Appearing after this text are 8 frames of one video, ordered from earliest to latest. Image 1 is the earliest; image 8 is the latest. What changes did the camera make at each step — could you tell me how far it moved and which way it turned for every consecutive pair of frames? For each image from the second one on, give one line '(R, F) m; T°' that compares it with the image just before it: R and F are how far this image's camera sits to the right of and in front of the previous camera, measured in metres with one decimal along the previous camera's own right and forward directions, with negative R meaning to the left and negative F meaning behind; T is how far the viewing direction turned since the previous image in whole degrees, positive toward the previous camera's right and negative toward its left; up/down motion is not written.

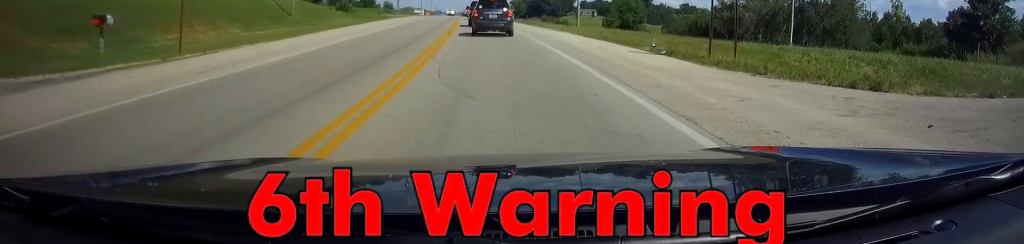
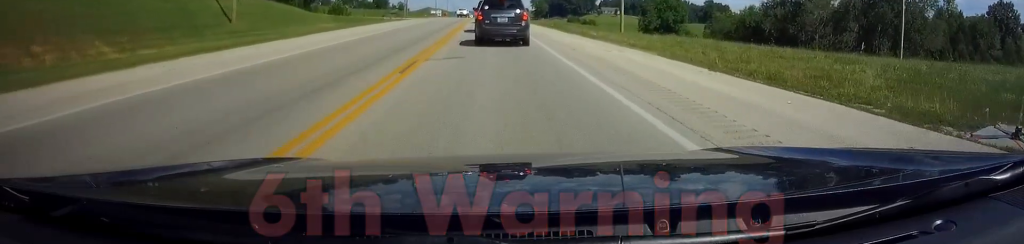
(-0.2, +16.5) m; 0°
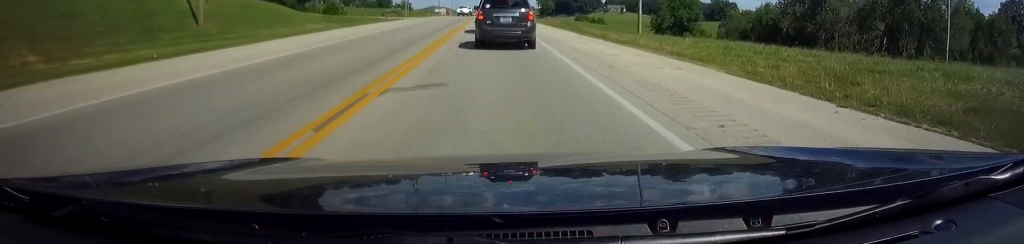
(+0.2, +5.6) m; 0°
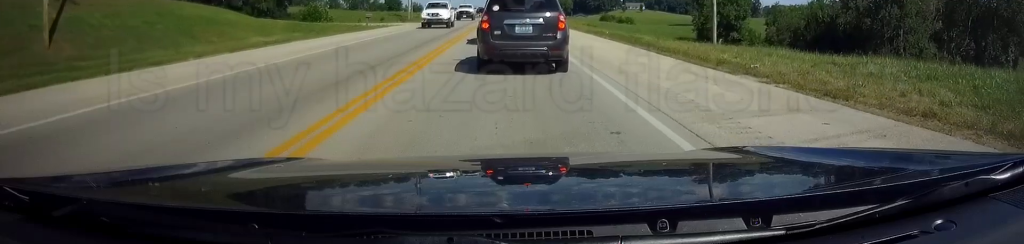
(-1.1, +15.8) m; -4°
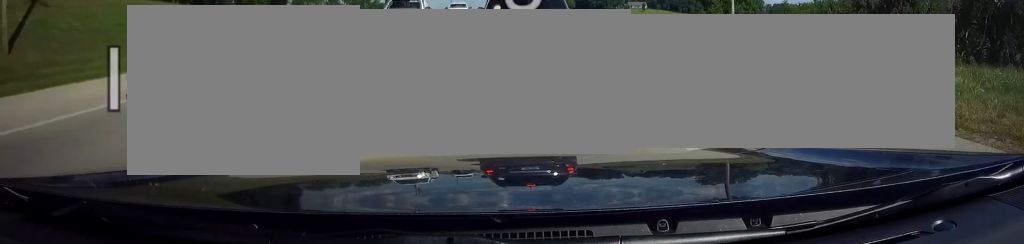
(0.0, +3.1) m; +1°
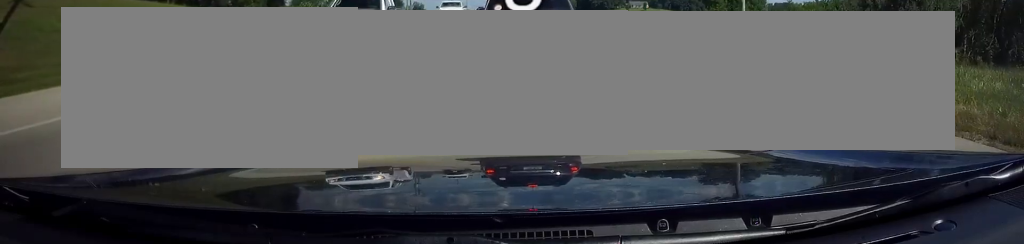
(0.0, +1.4) m; 0°
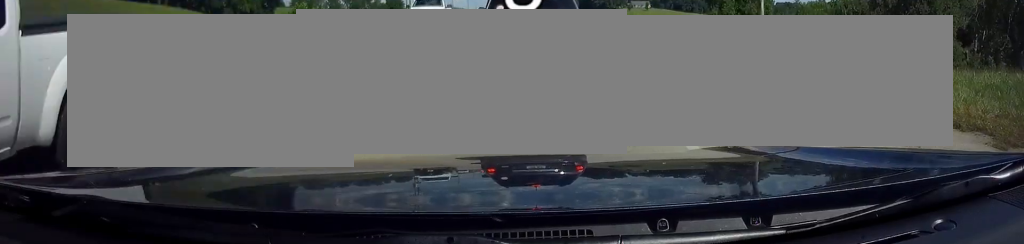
(0.0, +2.4) m; 0°
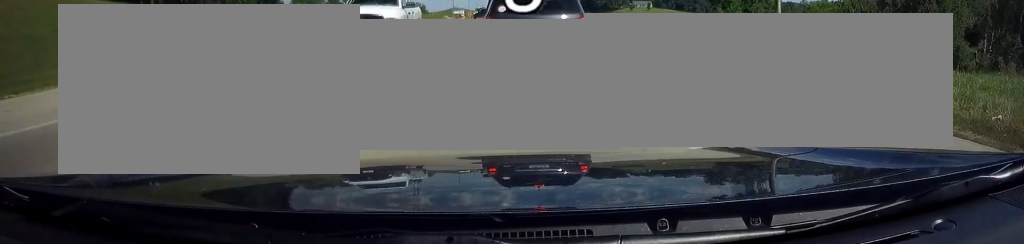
(0.0, +1.9) m; 0°
